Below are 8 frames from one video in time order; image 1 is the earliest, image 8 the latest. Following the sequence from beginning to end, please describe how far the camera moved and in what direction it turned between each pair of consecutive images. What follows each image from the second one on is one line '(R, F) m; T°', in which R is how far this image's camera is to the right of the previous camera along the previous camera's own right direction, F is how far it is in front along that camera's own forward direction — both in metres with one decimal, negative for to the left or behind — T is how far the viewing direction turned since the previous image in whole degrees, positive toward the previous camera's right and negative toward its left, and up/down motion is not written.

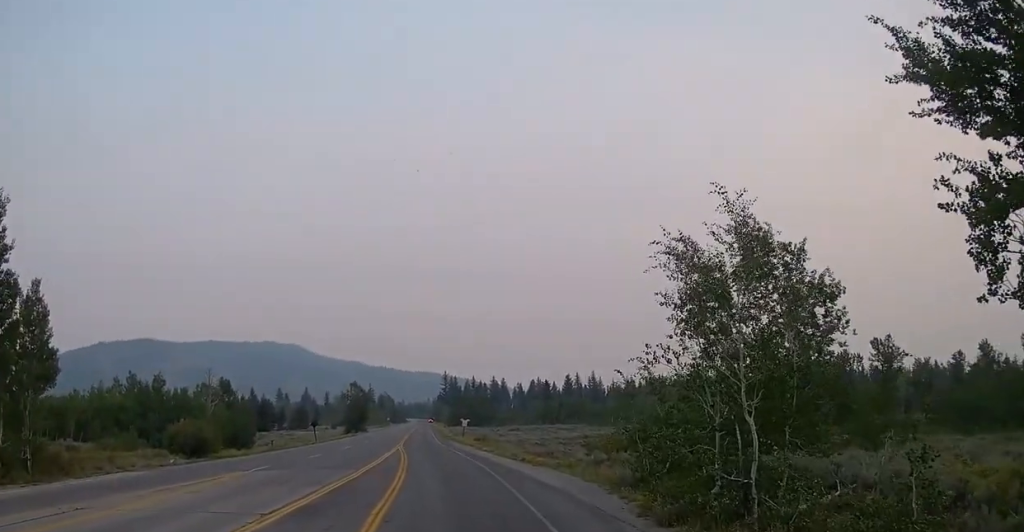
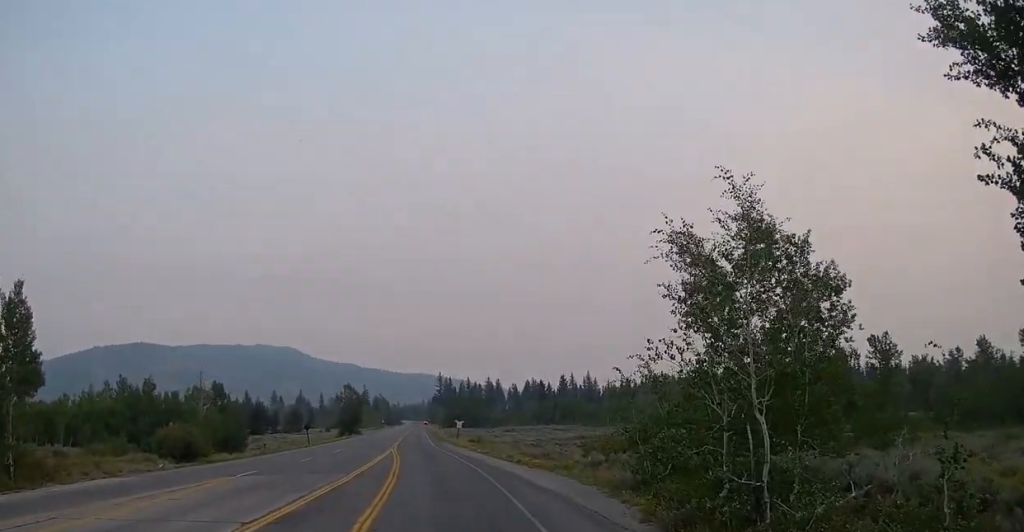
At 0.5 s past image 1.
(+0.1, +0.9) m; 0°
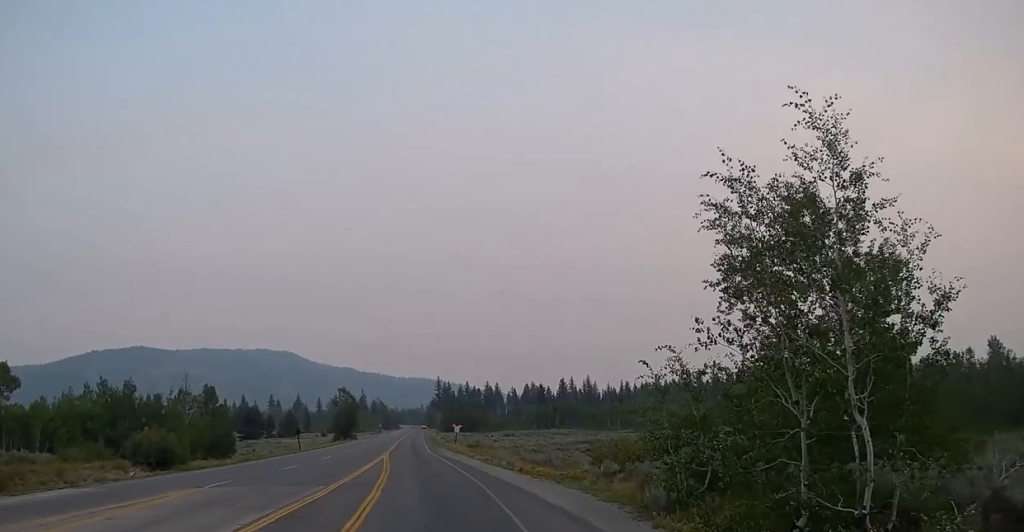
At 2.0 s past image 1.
(-0.2, +3.9) m; +1°
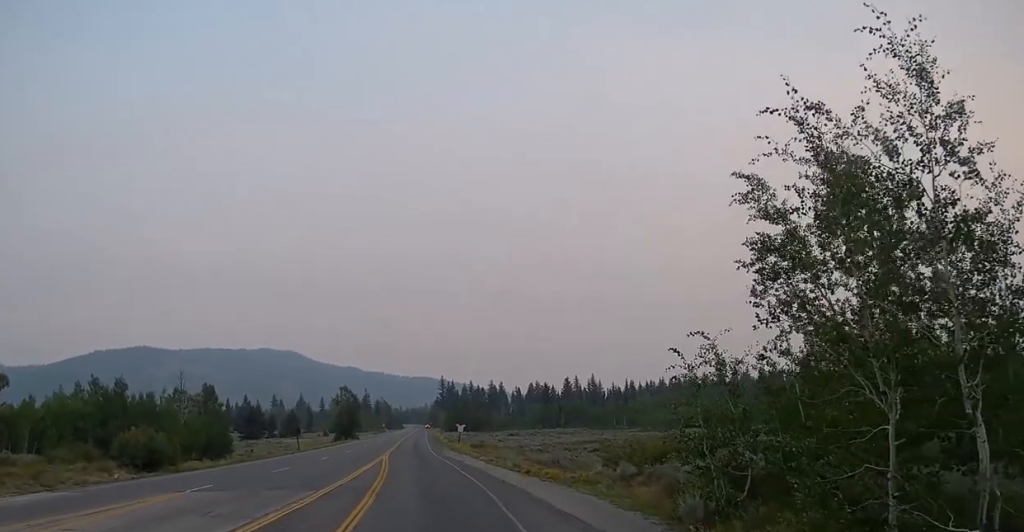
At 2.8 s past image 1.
(+0.2, +2.5) m; +1°
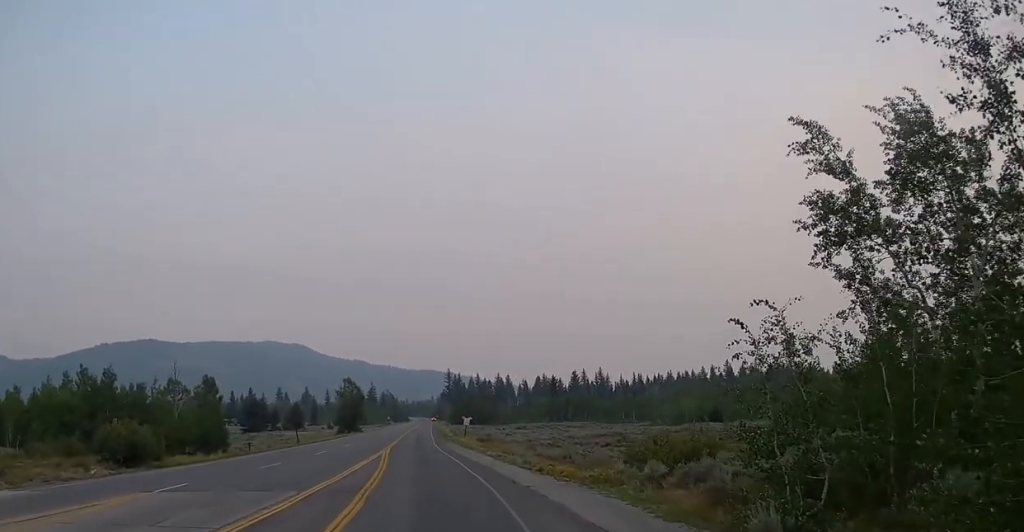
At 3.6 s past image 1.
(+0.1, +3.2) m; -1°
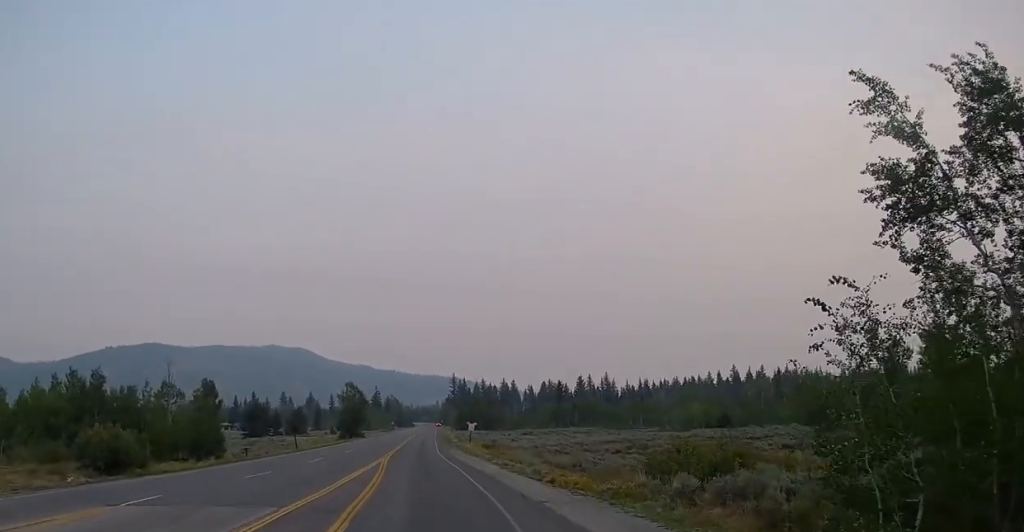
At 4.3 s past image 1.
(0.0, +2.6) m; -3°
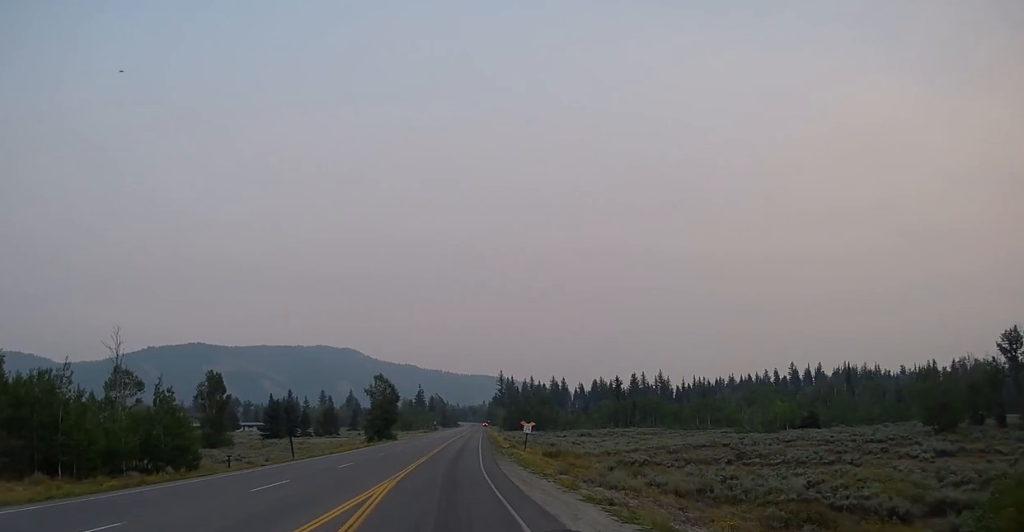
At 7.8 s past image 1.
(-0.4, +18.9) m; -1°
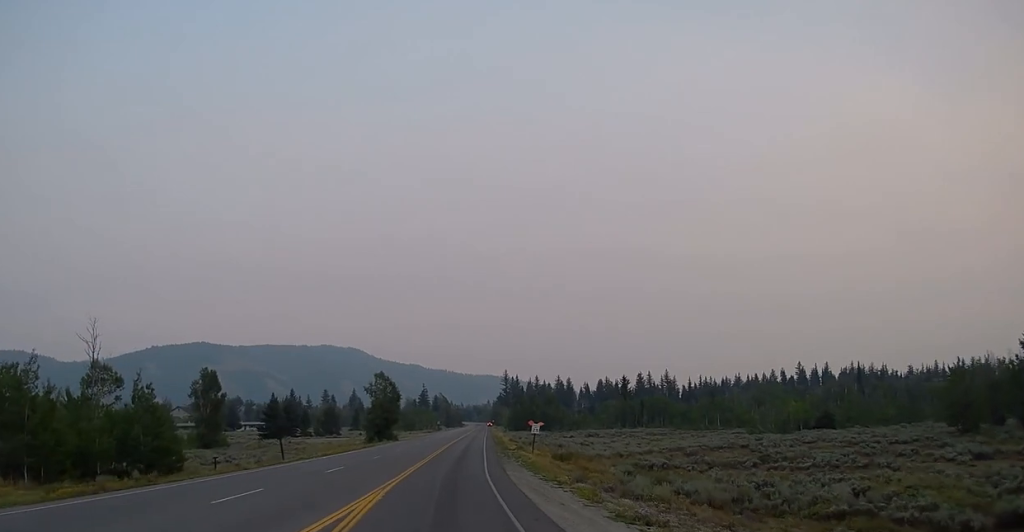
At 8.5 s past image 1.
(0.0, +3.9) m; 0°
